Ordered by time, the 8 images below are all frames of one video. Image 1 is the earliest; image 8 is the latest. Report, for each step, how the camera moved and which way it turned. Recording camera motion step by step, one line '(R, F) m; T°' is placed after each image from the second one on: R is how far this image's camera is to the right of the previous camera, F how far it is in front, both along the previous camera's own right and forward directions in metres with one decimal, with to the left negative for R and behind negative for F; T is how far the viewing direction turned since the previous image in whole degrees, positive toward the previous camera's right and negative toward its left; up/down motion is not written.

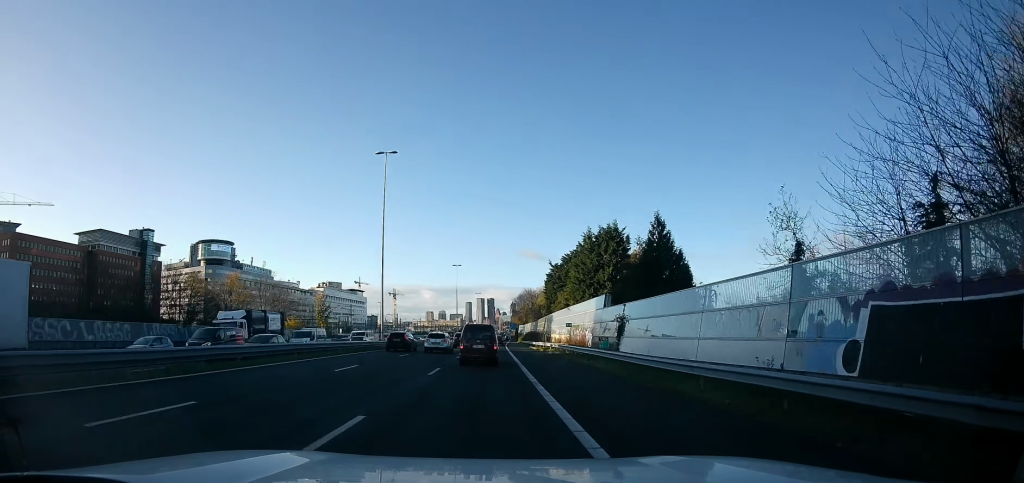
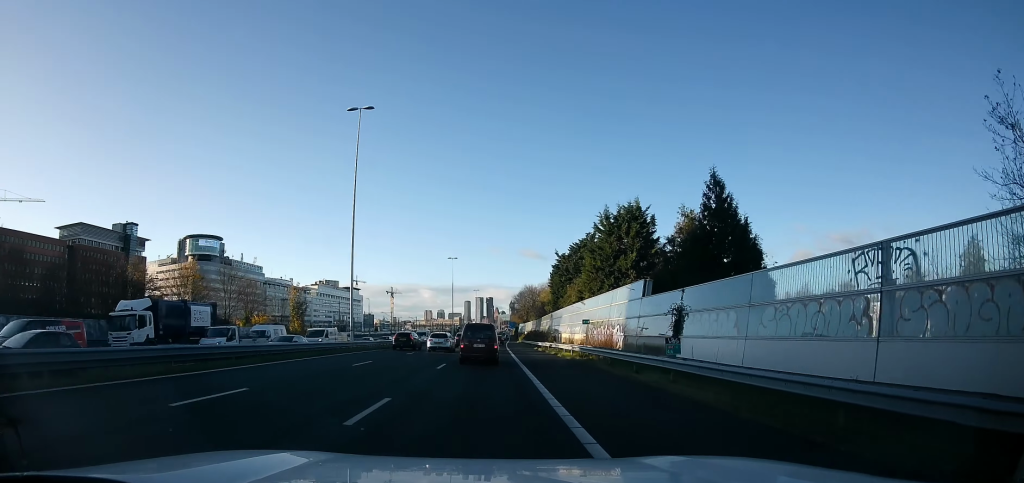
(0.0, +9.8) m; -2°
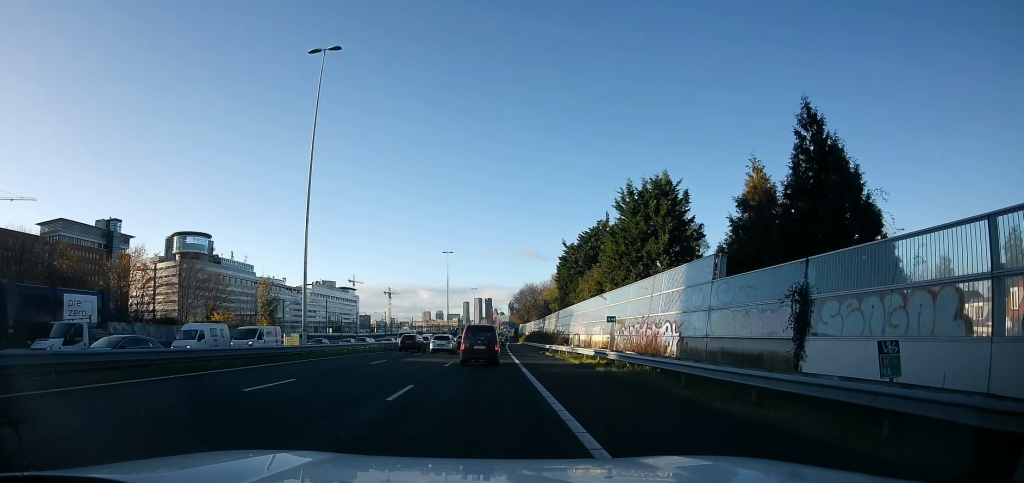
(-0.1, +9.1) m; -1°
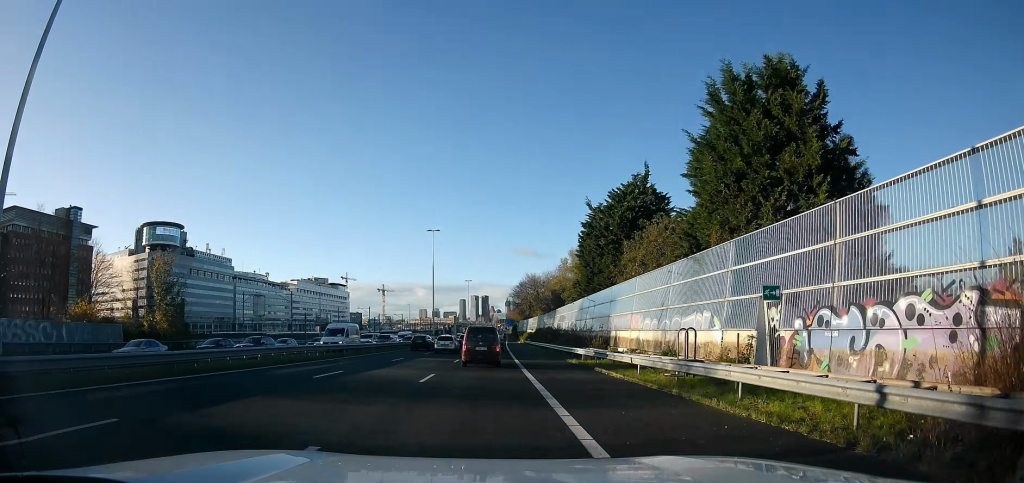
(-0.5, +19.2) m; 0°
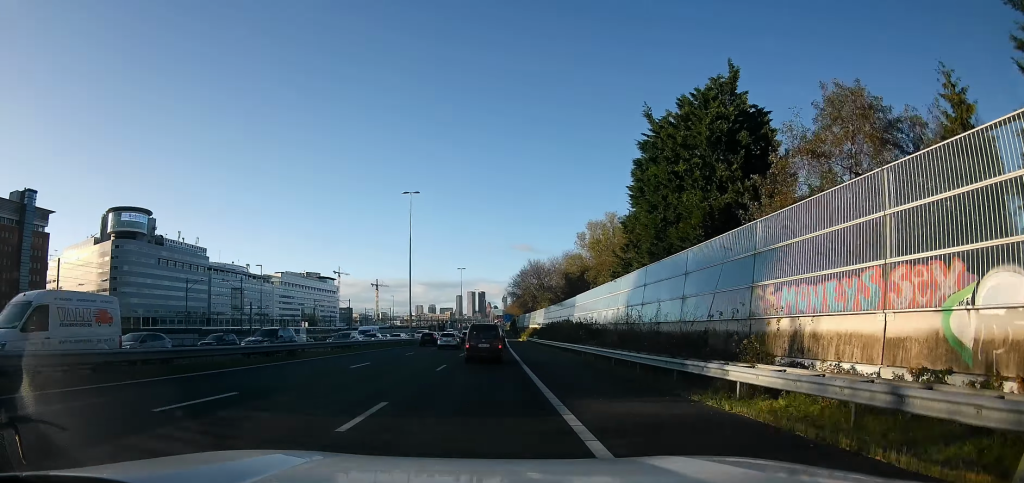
(+0.7, +19.8) m; +3°
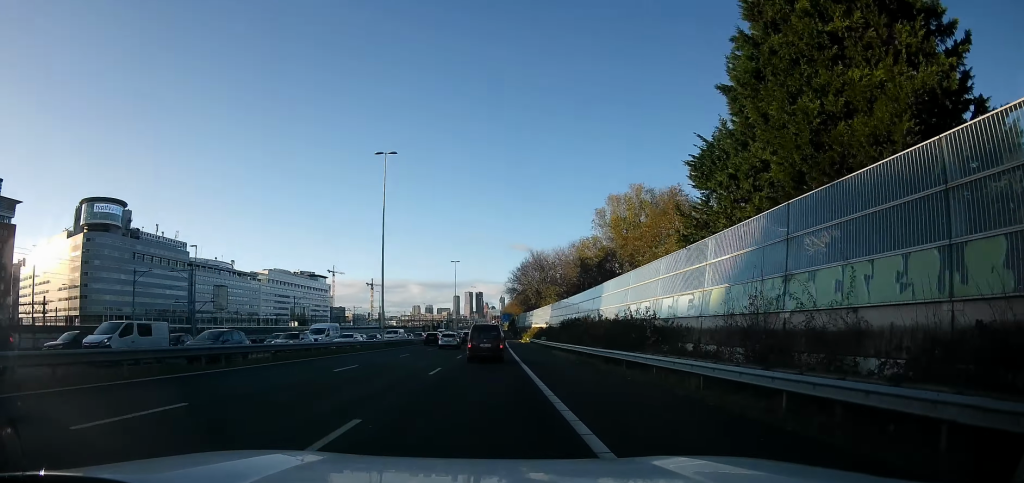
(+0.4, +13.8) m; 0°
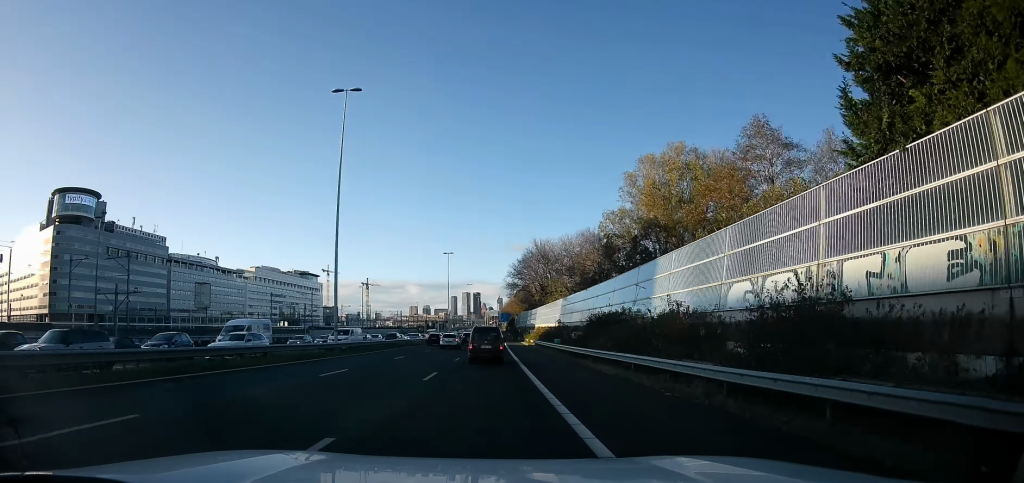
(-0.4, +13.2) m; -1°
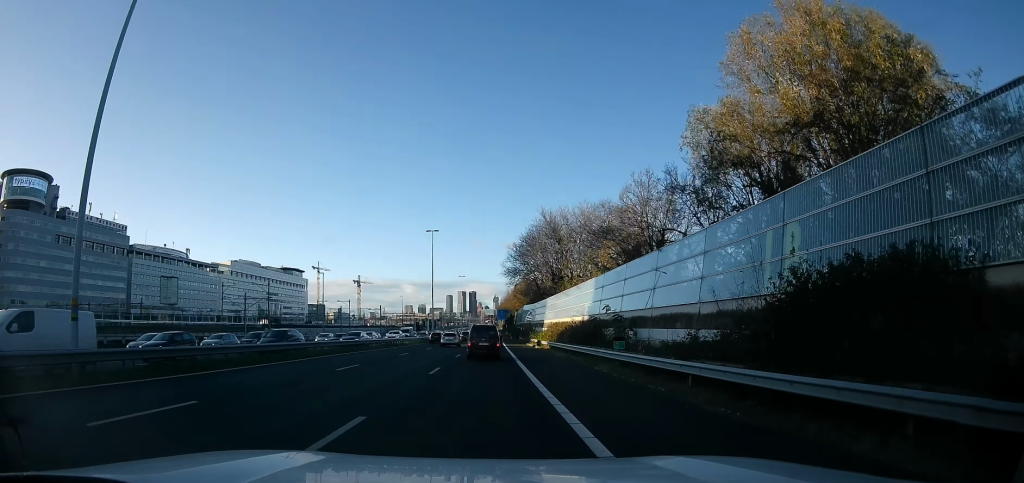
(+0.2, +21.8) m; +1°
